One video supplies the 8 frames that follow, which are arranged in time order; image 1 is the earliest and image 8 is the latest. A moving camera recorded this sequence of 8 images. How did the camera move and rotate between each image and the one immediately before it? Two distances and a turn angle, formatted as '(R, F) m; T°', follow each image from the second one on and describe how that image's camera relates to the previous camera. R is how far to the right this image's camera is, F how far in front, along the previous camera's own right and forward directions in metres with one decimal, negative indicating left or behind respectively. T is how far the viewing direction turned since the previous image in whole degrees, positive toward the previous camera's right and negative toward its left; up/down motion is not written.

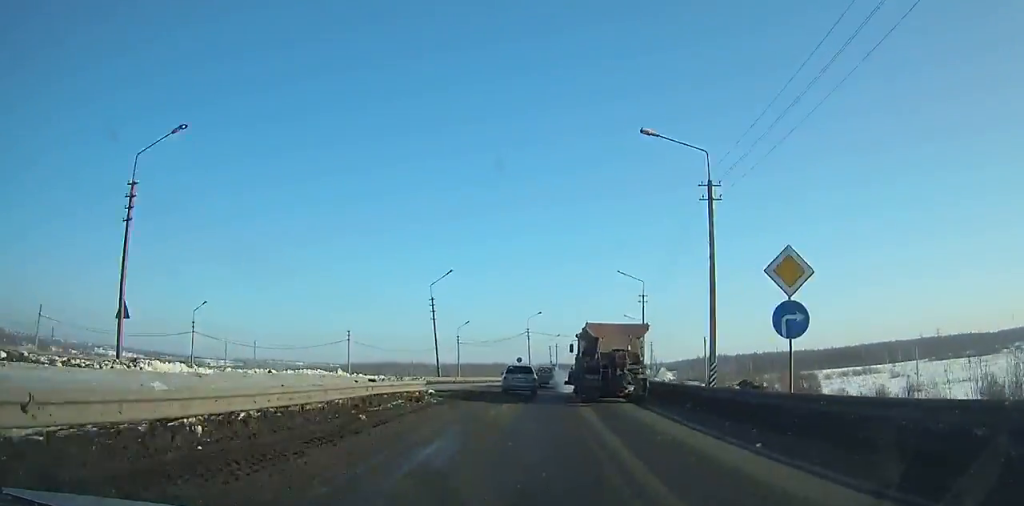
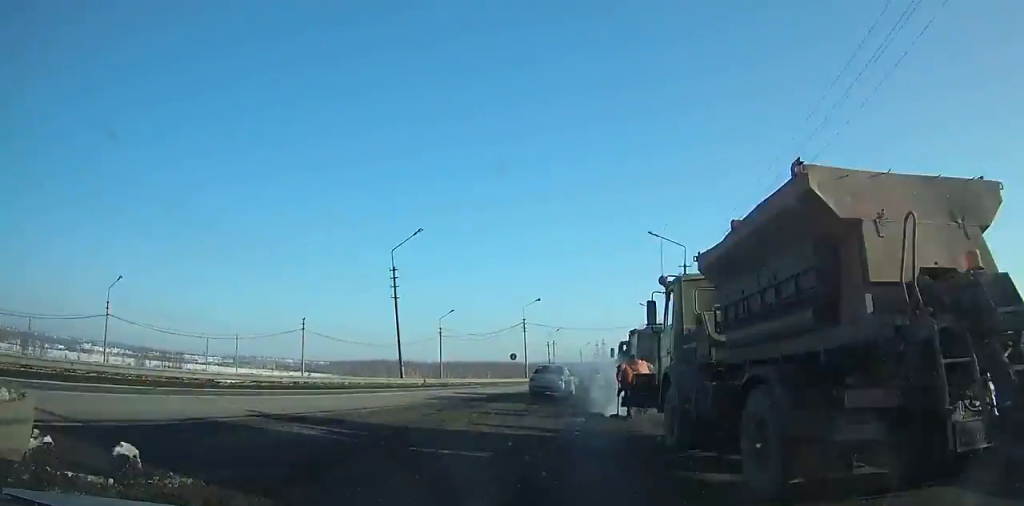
(0.0, +16.4) m; +3°
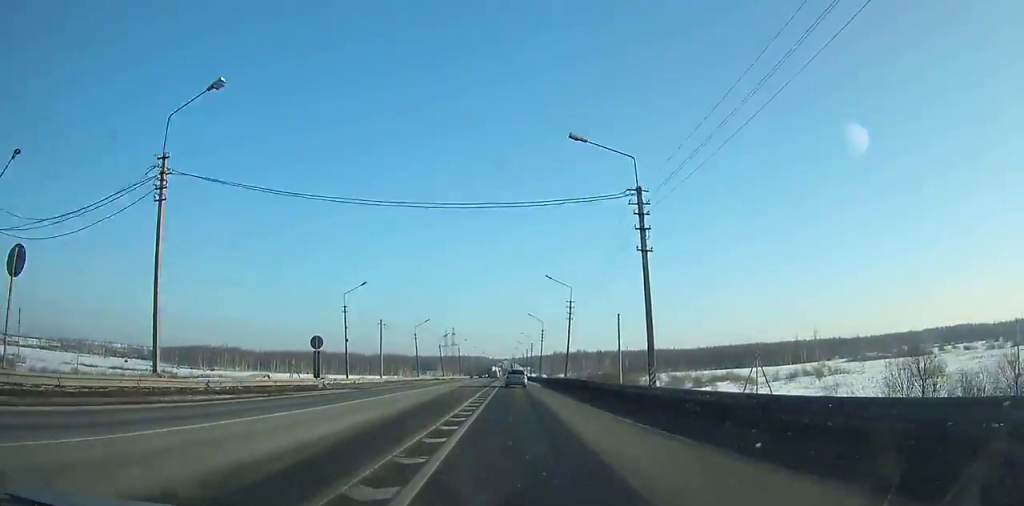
(+7.6, +69.2) m; +8°
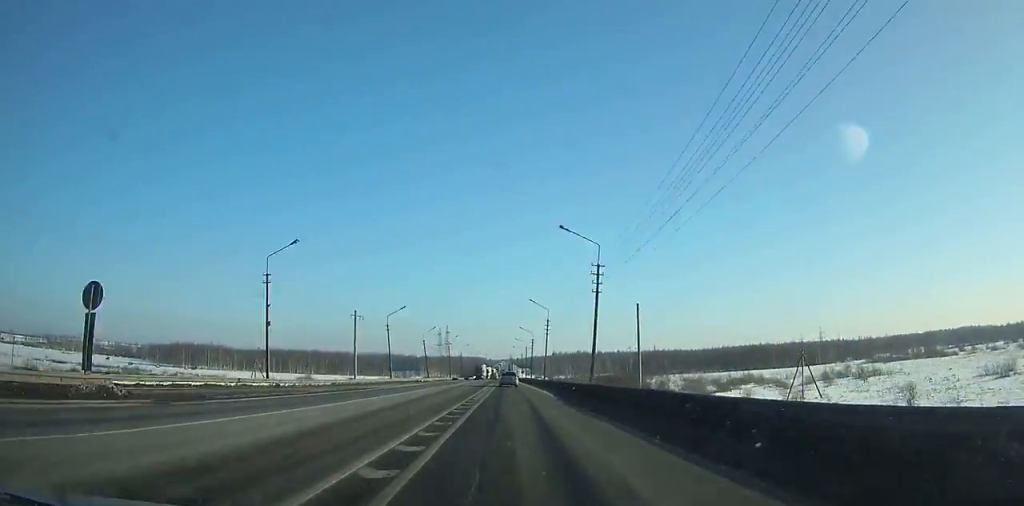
(0.0, +24.2) m; 0°
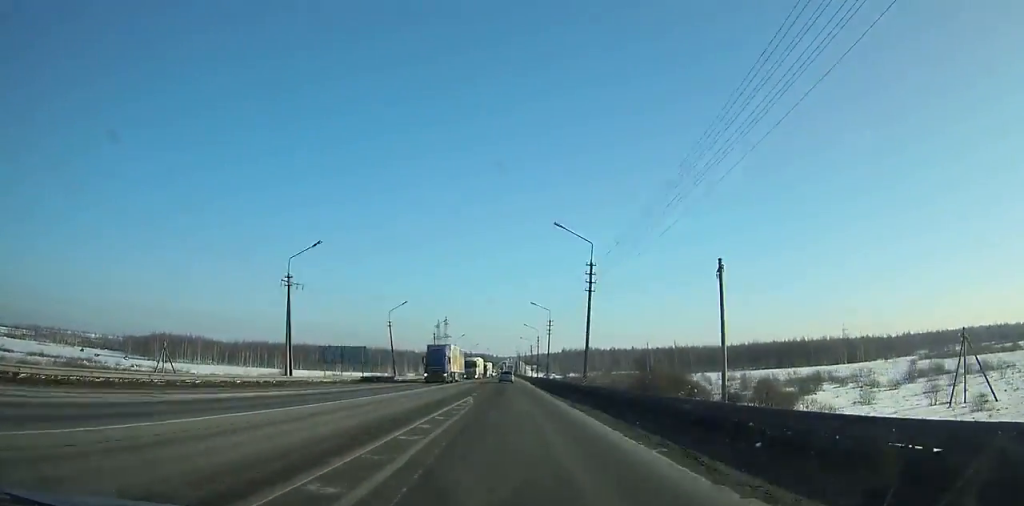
(-0.3, +41.9) m; -1°
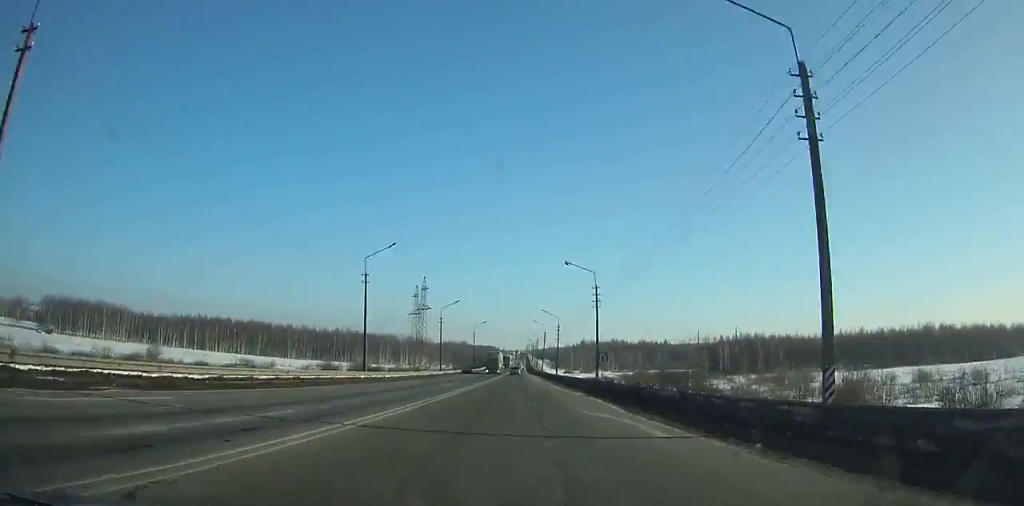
(-0.8, +110.0) m; 0°
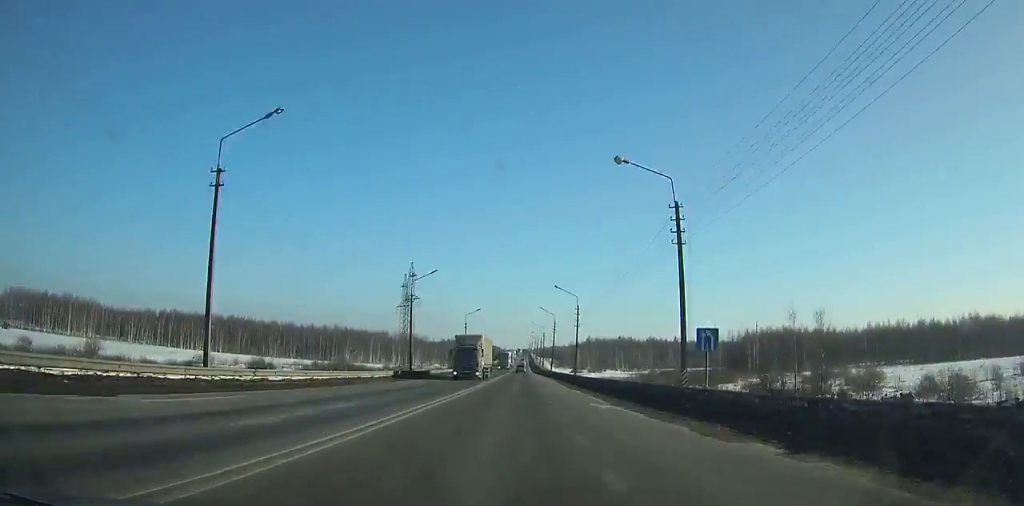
(0.0, +27.2) m; 0°
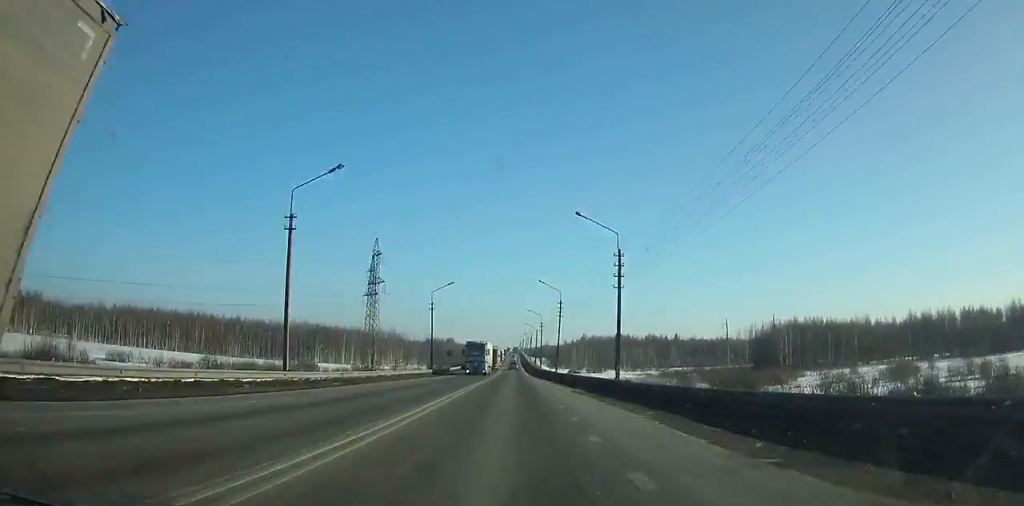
(+0.2, +34.7) m; 0°
